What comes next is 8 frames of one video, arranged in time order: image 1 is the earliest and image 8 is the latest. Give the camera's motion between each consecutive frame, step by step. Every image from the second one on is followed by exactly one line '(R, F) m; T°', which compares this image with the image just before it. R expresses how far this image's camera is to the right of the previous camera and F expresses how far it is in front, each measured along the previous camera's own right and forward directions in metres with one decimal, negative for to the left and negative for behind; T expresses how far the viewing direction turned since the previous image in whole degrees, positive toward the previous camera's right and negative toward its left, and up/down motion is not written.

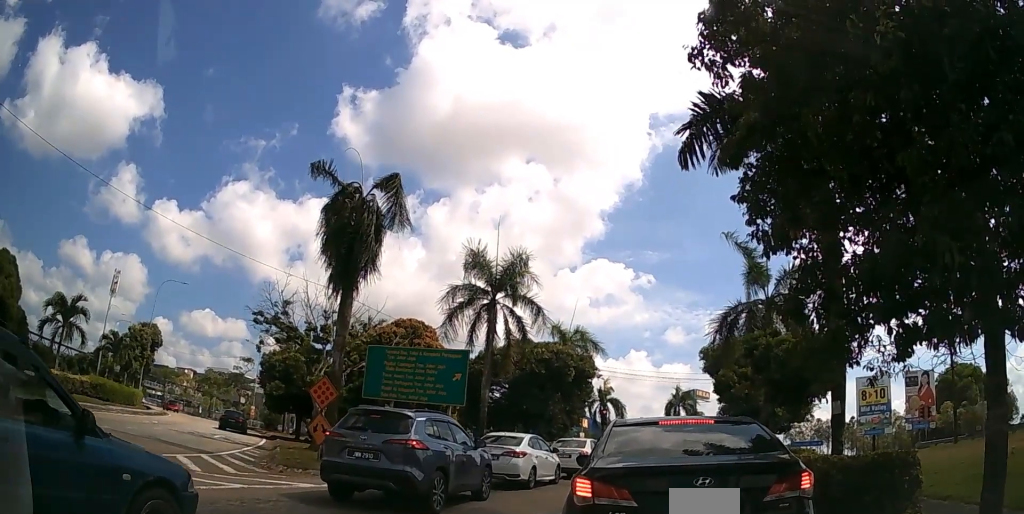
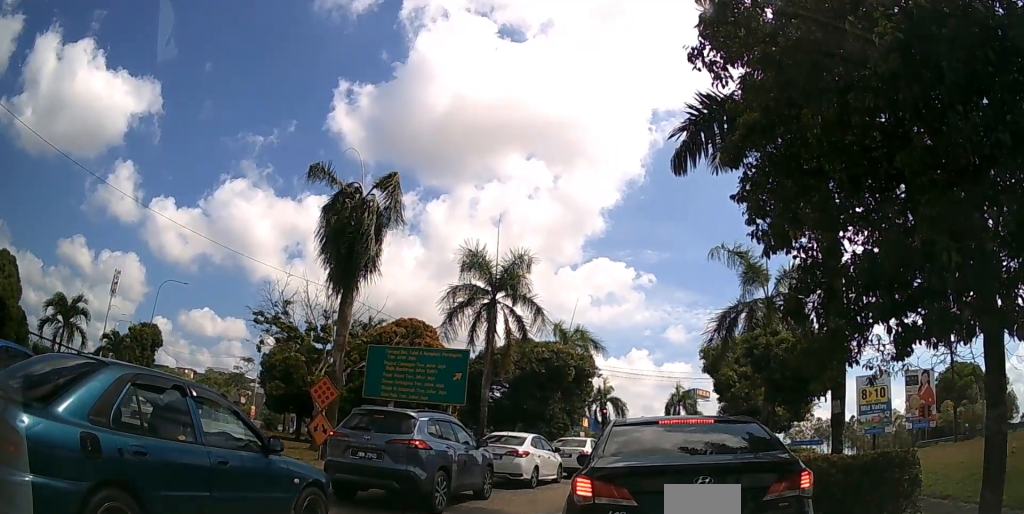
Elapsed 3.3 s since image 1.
(0.0, 0.0) m; 0°
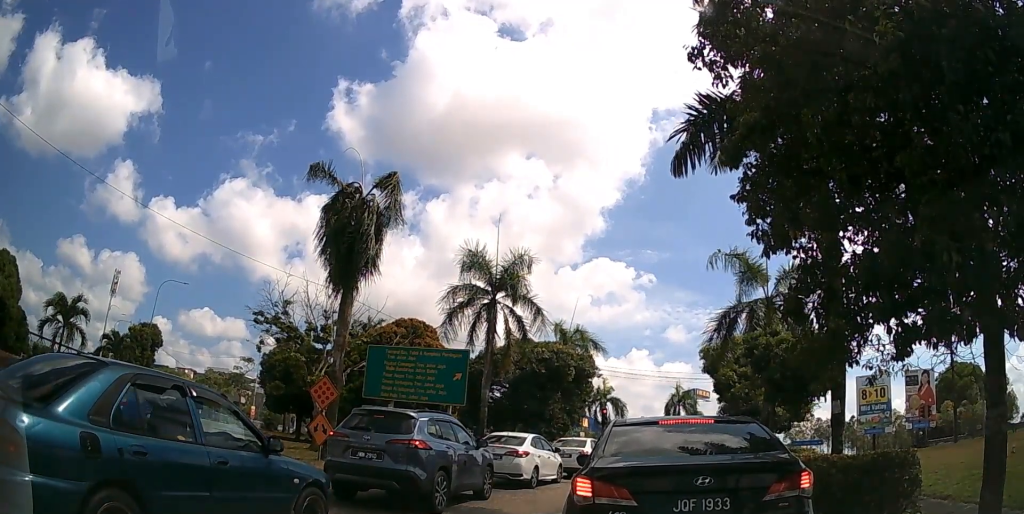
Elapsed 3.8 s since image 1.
(0.0, 0.0) m; 0°
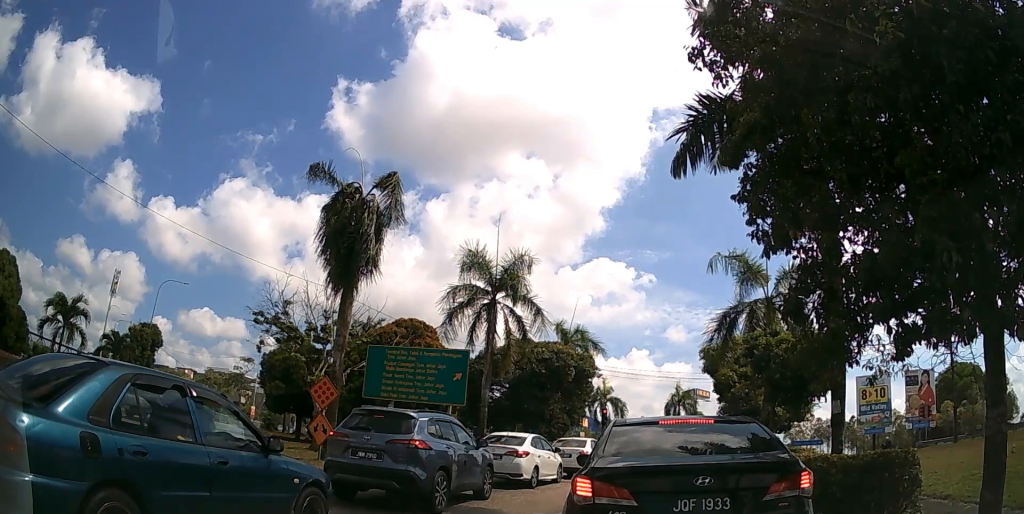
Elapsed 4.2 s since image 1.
(0.0, 0.0) m; 0°
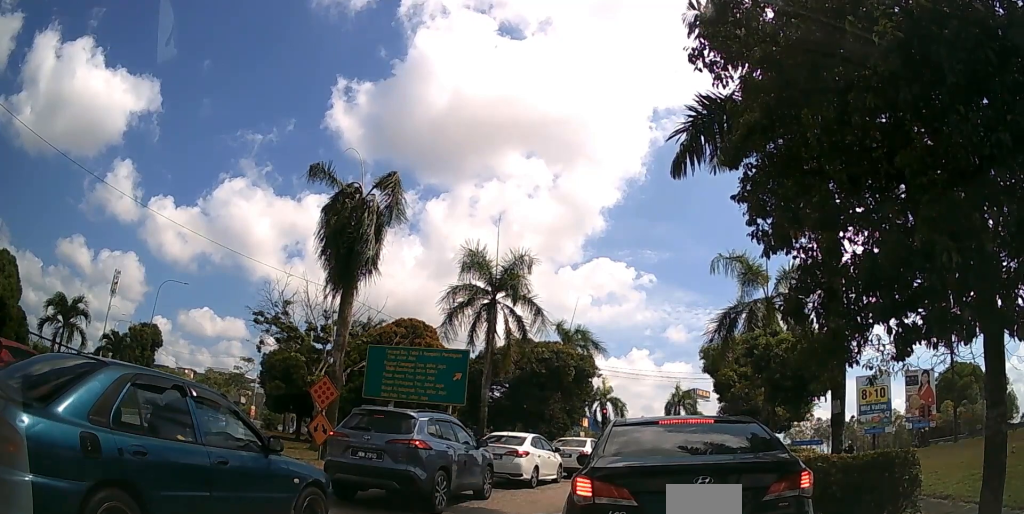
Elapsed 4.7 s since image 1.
(0.0, 0.0) m; 0°
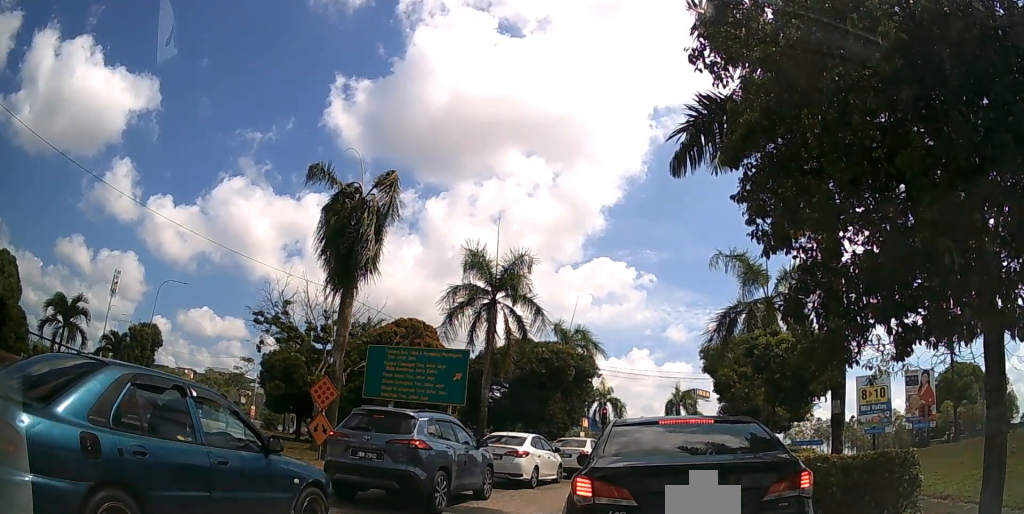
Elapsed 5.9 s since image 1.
(0.0, 0.0) m; 0°
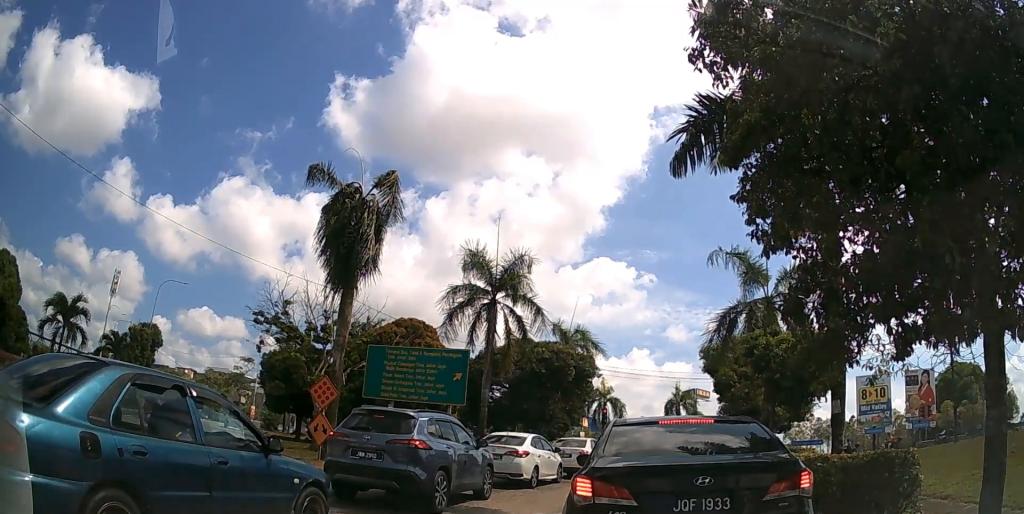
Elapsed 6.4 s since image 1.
(0.0, 0.0) m; 0°
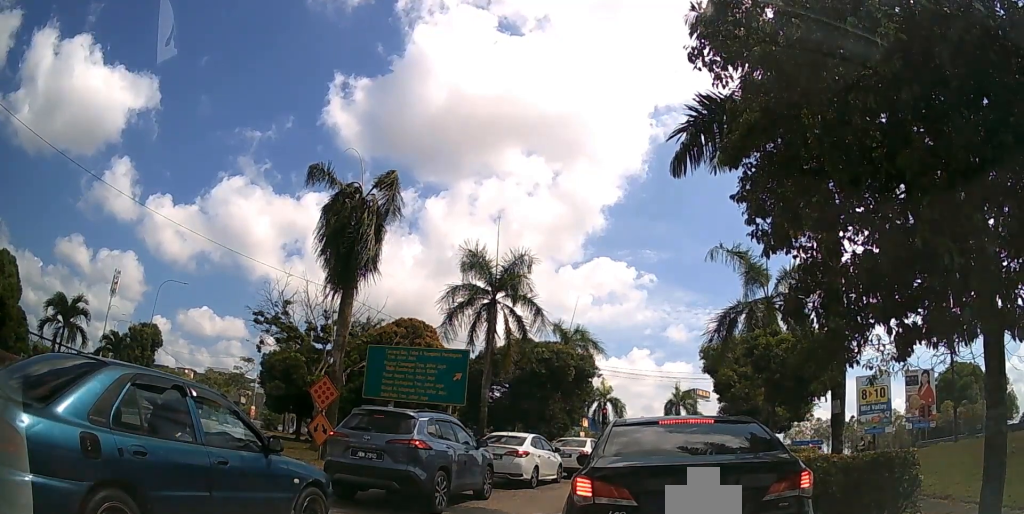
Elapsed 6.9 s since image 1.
(0.0, 0.0) m; 0°
